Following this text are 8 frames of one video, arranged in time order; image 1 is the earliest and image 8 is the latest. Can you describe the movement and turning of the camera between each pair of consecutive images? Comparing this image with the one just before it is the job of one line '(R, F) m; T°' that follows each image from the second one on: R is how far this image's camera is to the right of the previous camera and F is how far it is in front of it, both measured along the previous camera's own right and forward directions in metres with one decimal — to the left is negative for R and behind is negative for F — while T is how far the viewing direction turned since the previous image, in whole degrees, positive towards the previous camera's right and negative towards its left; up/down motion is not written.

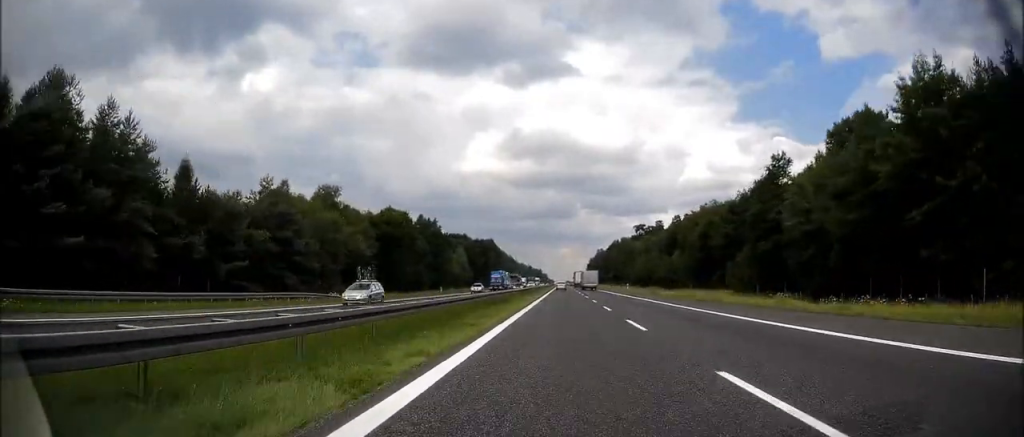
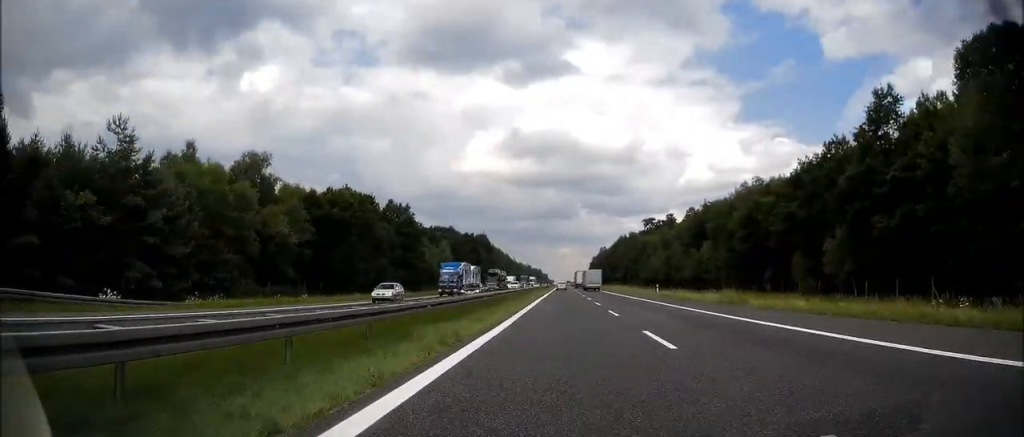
(-0.4, +28.5) m; -1°
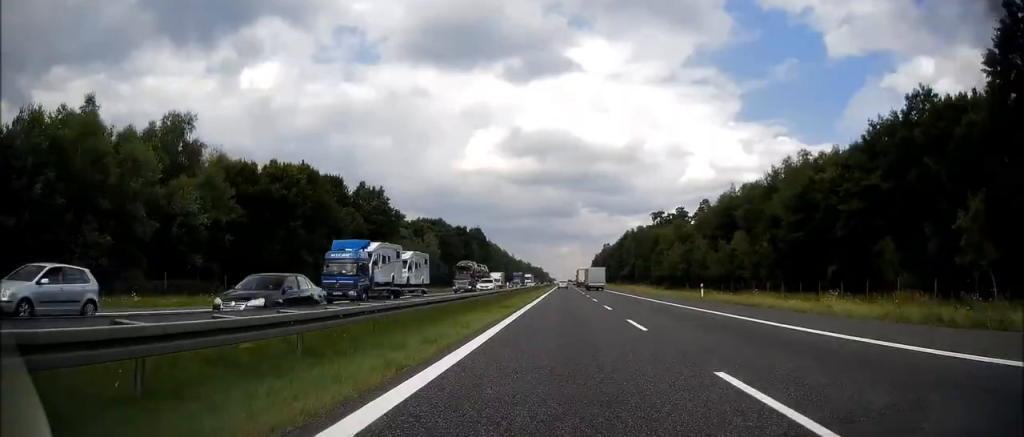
(0.0, +19.8) m; 0°
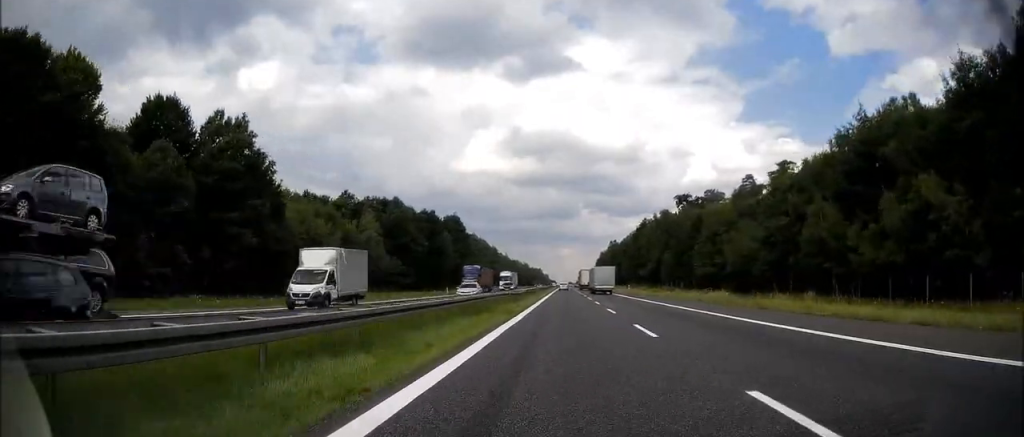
(+0.4, +49.5) m; 0°
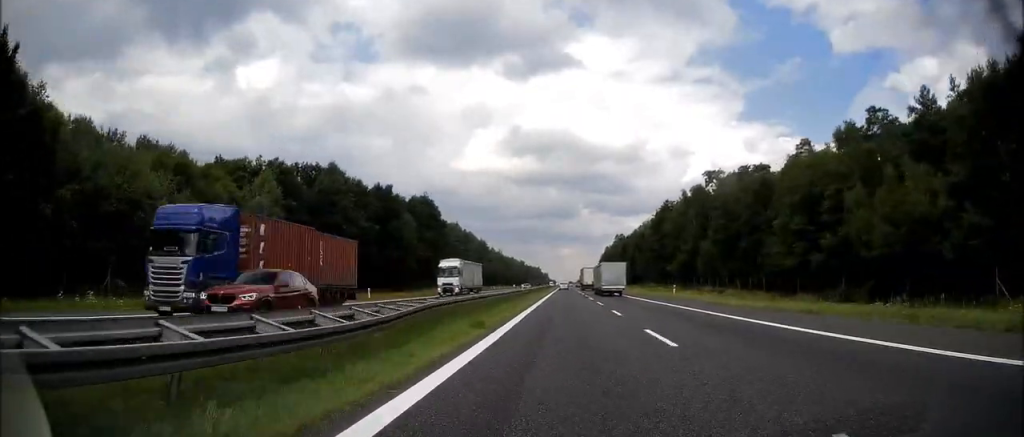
(-0.2, +37.2) m; 0°
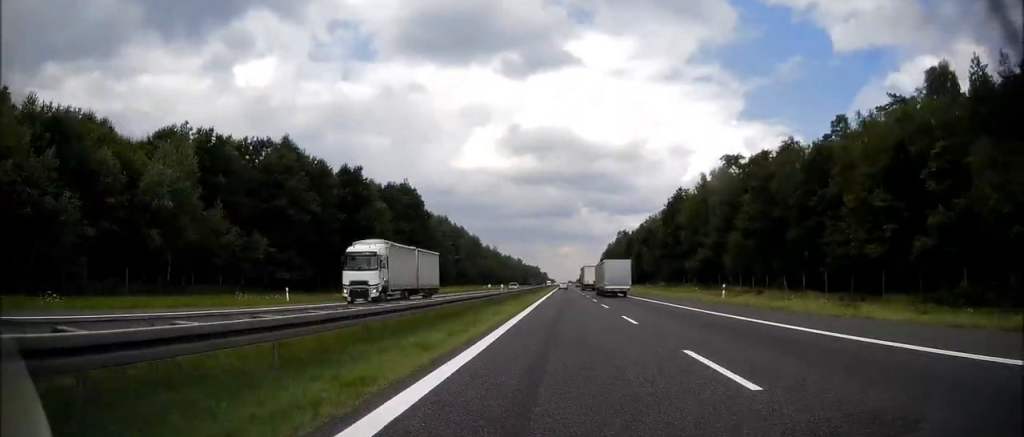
(-0.1, +17.4) m; 0°
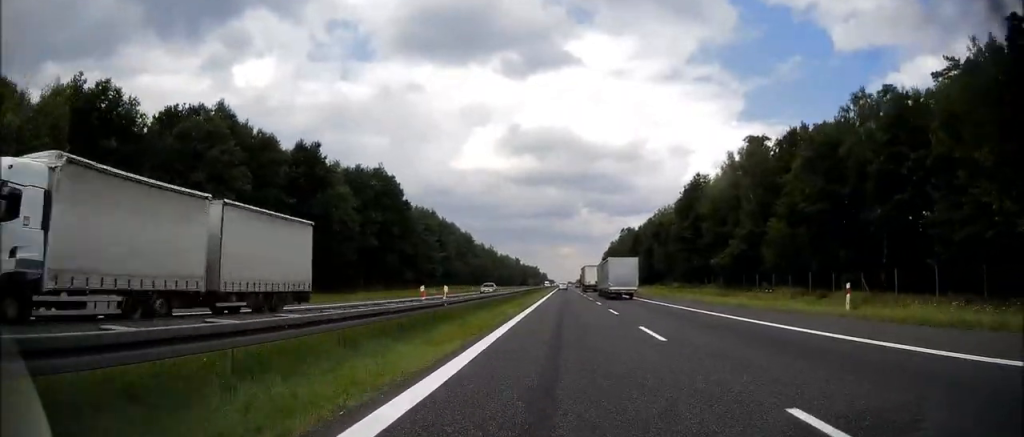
(+0.2, +17.4) m; 0°
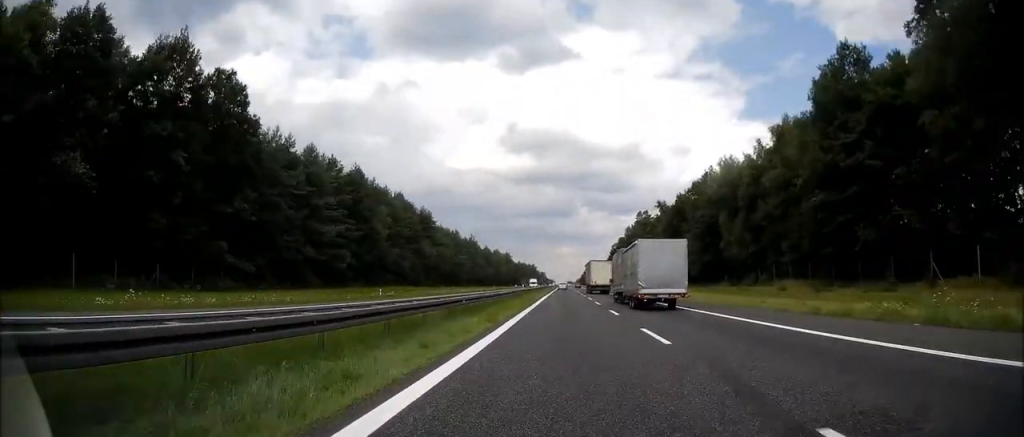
(-0.1, +61.0) m; 0°
